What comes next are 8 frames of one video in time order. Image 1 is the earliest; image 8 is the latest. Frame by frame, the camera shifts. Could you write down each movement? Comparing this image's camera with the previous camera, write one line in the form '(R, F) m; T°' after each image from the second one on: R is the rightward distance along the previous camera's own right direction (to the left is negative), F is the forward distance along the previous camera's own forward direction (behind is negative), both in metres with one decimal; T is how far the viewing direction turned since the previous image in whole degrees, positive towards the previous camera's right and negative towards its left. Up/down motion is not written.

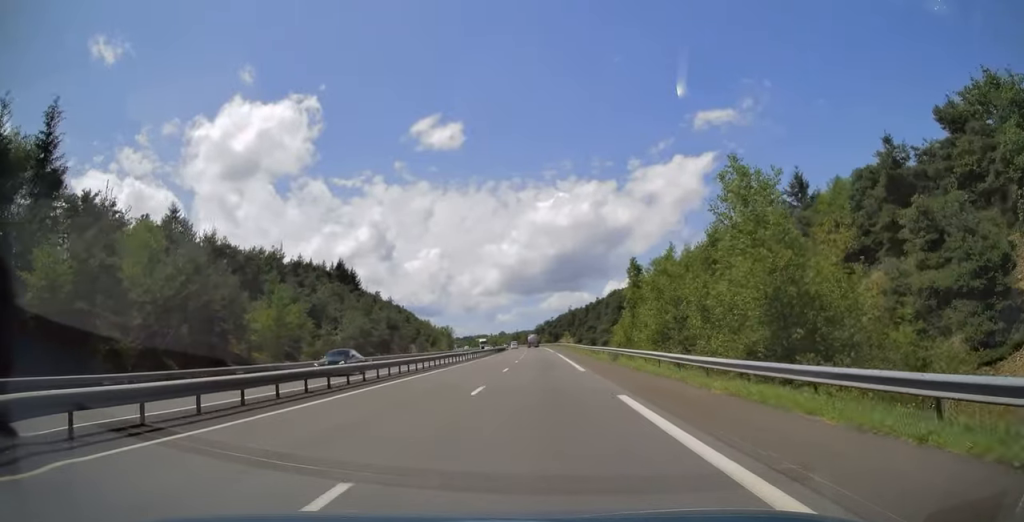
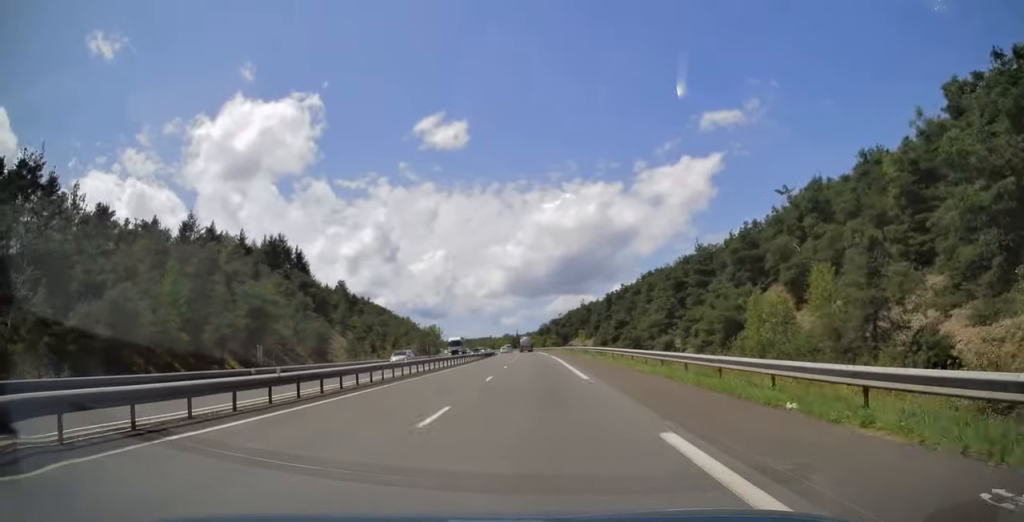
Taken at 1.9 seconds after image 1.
(-0.1, +58.0) m; 0°
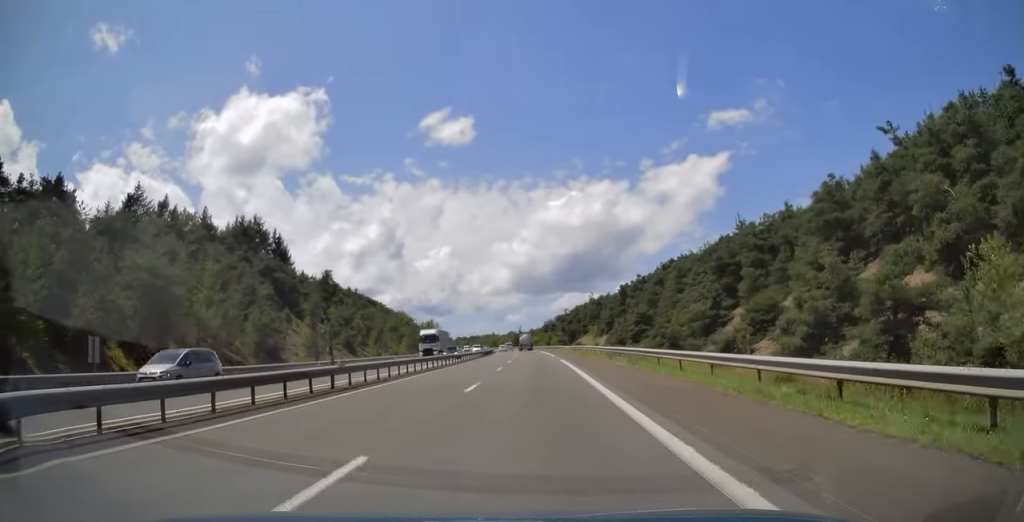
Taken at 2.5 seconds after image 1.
(0.0, +19.0) m; 0°
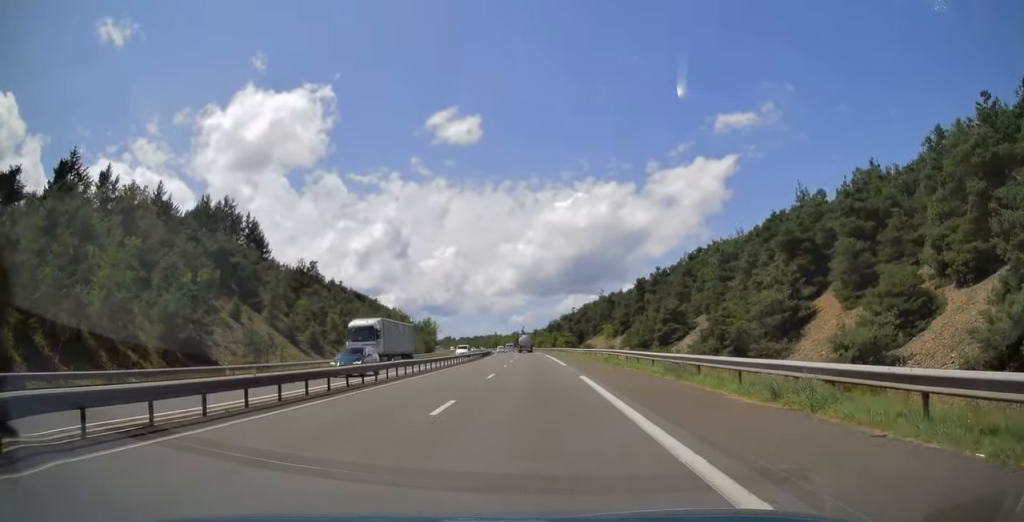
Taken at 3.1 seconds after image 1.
(+0.1, +18.5) m; 0°
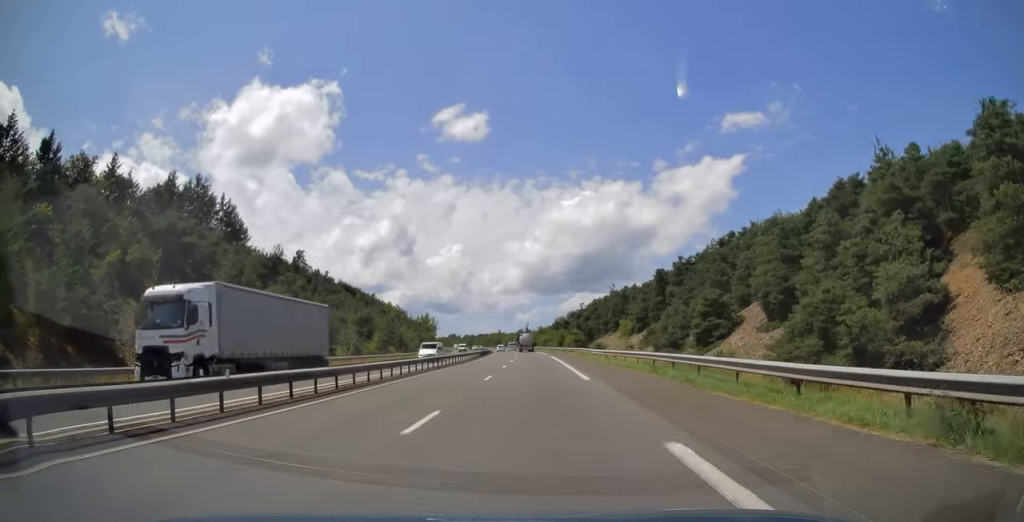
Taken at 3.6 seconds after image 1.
(-0.1, +15.4) m; 0°
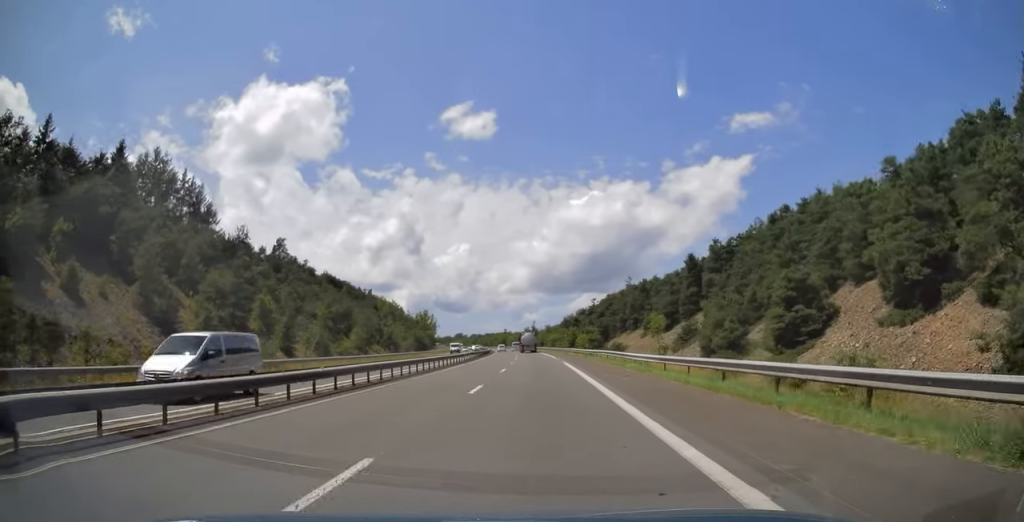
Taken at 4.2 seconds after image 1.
(-0.2, +18.5) m; -1°
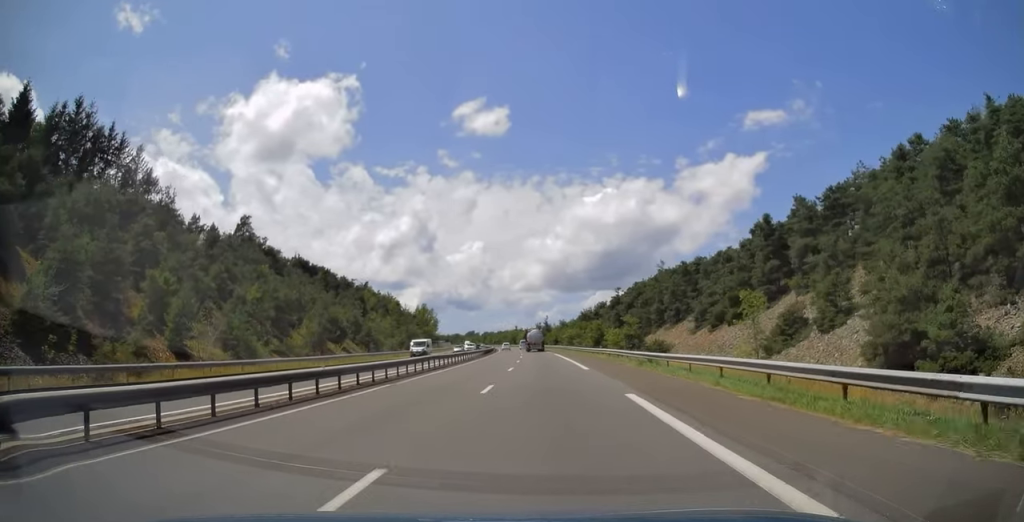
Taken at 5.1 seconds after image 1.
(-0.1, +26.7) m; -1°
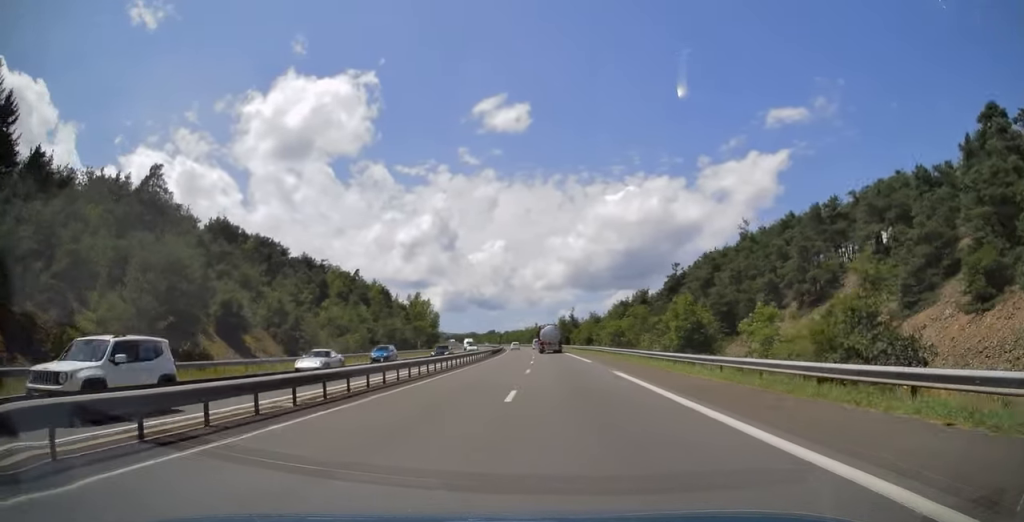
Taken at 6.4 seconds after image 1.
(-0.6, +41.5) m; -2°
